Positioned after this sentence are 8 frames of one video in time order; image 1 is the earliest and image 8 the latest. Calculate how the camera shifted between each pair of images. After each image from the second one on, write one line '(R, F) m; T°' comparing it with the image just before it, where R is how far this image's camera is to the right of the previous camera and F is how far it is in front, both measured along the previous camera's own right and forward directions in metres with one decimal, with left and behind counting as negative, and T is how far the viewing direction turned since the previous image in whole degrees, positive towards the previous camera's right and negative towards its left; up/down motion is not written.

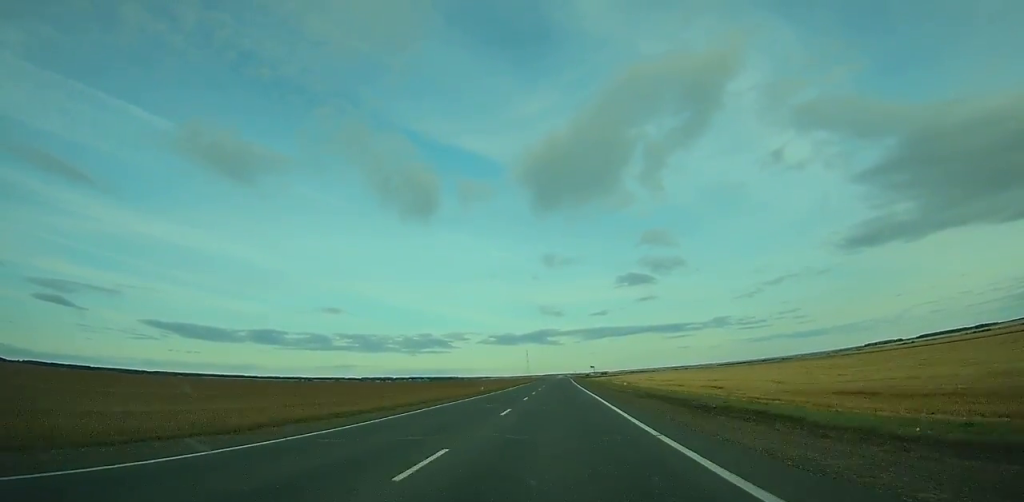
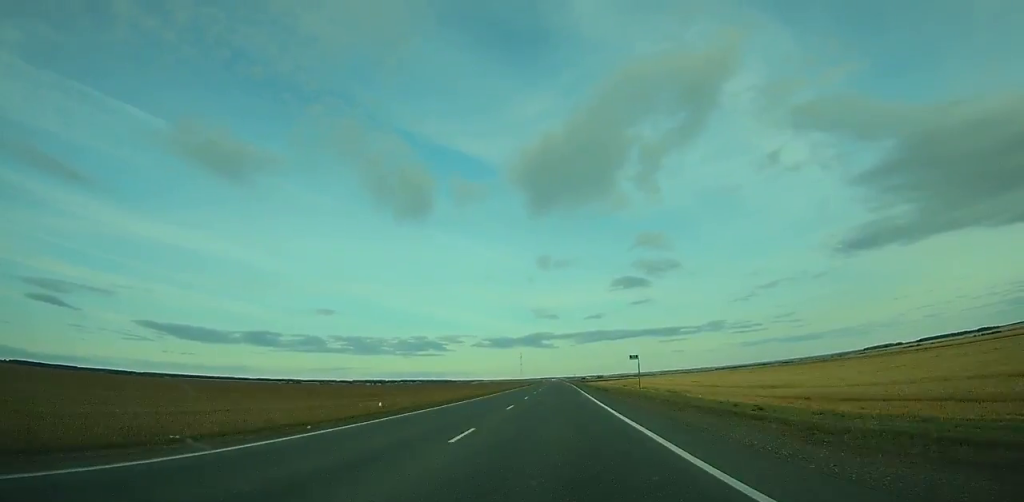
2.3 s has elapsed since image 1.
(0.0, +61.0) m; 0°
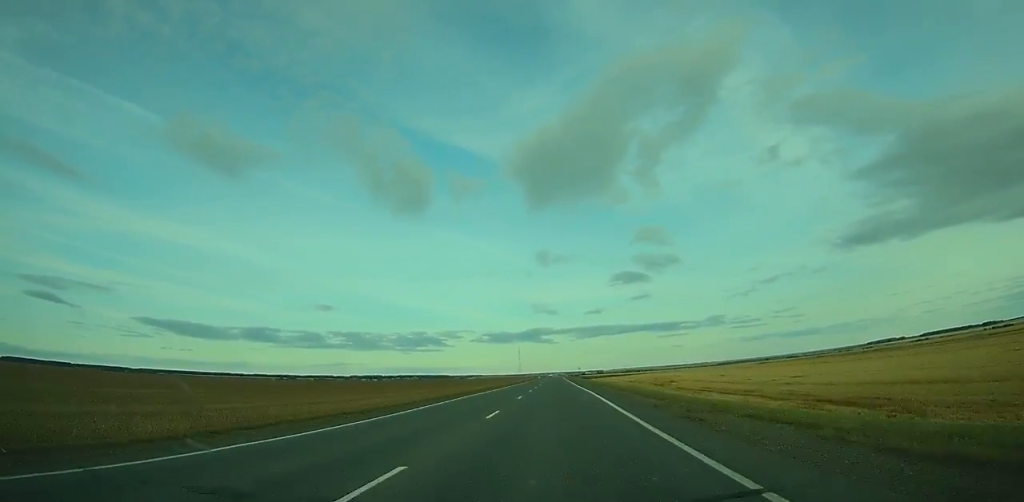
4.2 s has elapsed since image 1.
(-0.1, +49.2) m; 0°
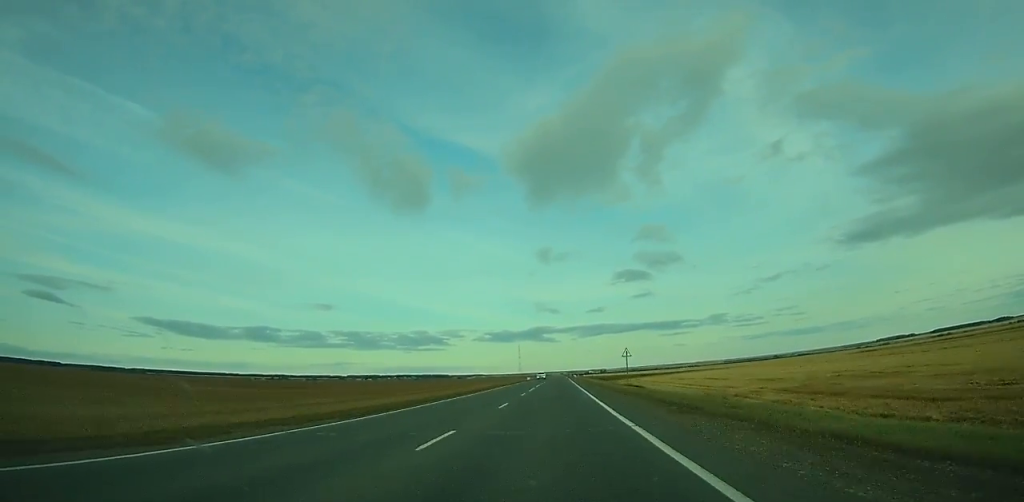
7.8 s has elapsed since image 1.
(+0.5, +96.6) m; 0°
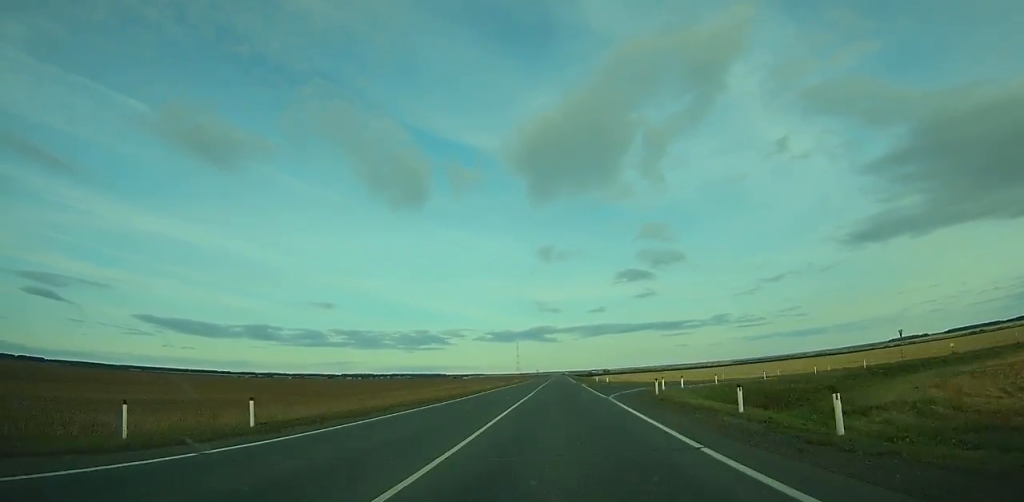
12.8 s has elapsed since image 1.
(-0.1, +142.7) m; 0°
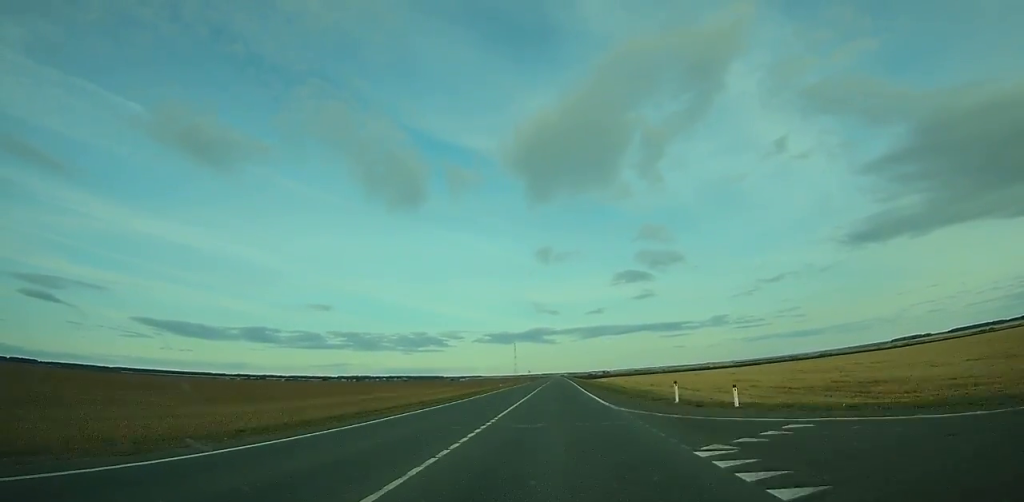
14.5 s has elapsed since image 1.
(0.0, +49.8) m; 0°
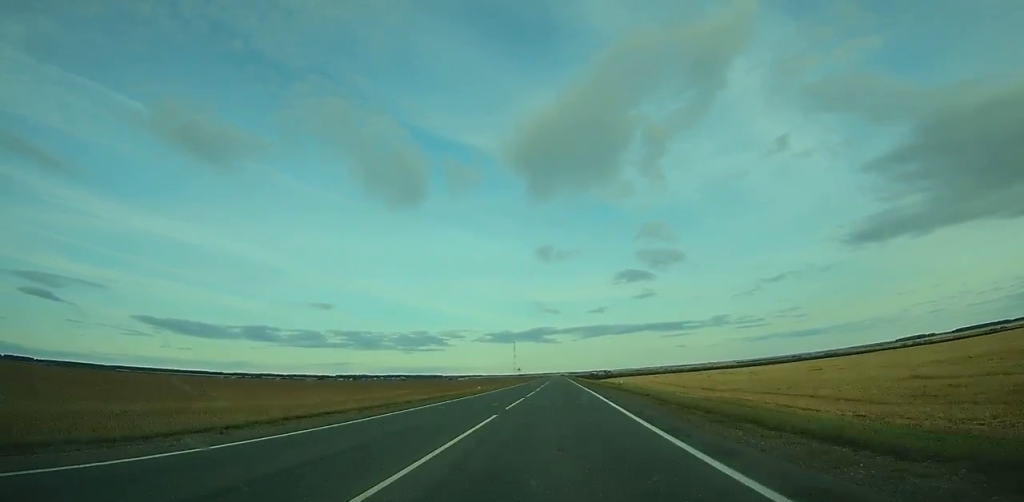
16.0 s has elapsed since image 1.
(0.0, +44.2) m; 0°
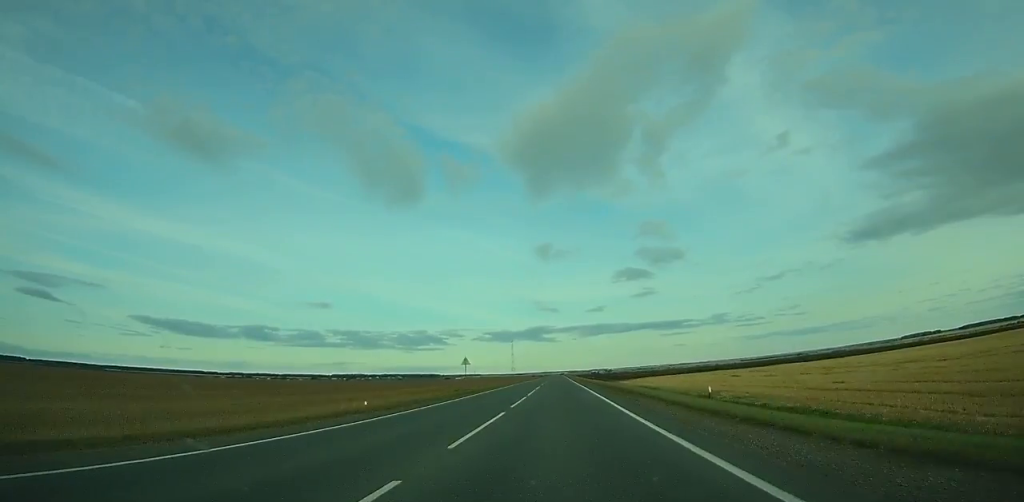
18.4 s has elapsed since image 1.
(-0.1, +71.2) m; 0°
